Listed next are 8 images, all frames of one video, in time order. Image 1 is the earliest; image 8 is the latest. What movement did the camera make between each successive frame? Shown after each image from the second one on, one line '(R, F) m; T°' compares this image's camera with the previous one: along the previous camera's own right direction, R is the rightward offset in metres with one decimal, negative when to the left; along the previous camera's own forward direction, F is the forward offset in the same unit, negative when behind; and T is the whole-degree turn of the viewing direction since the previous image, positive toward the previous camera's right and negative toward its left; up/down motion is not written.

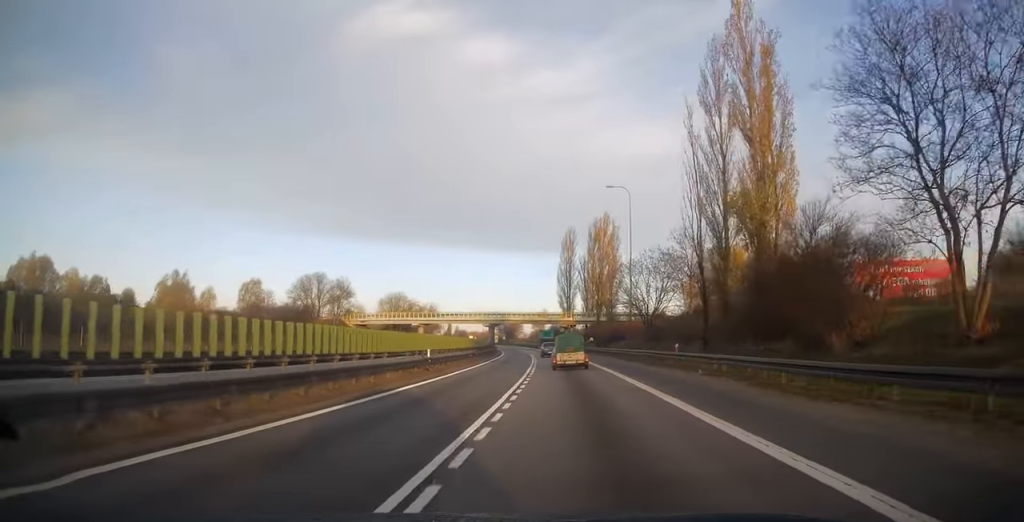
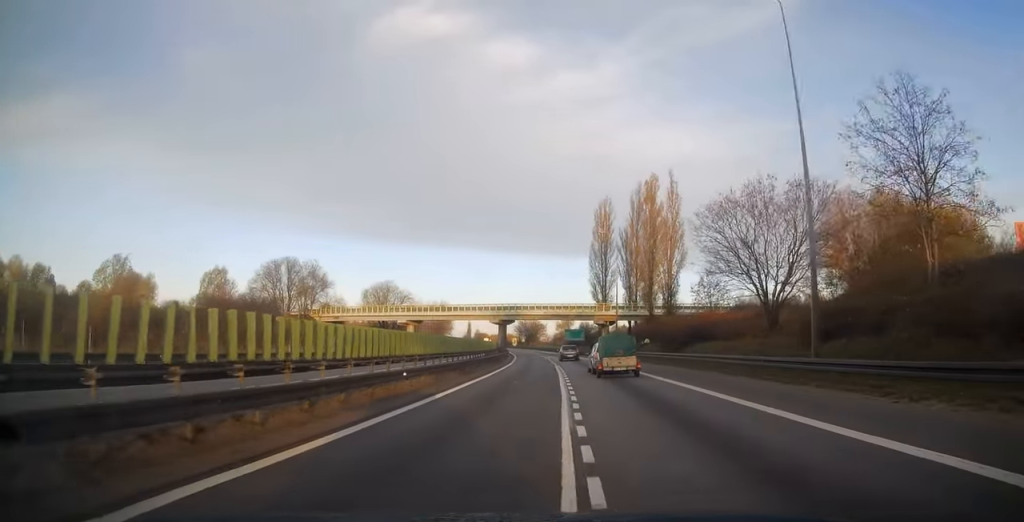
(-0.9, +31.3) m; -2°
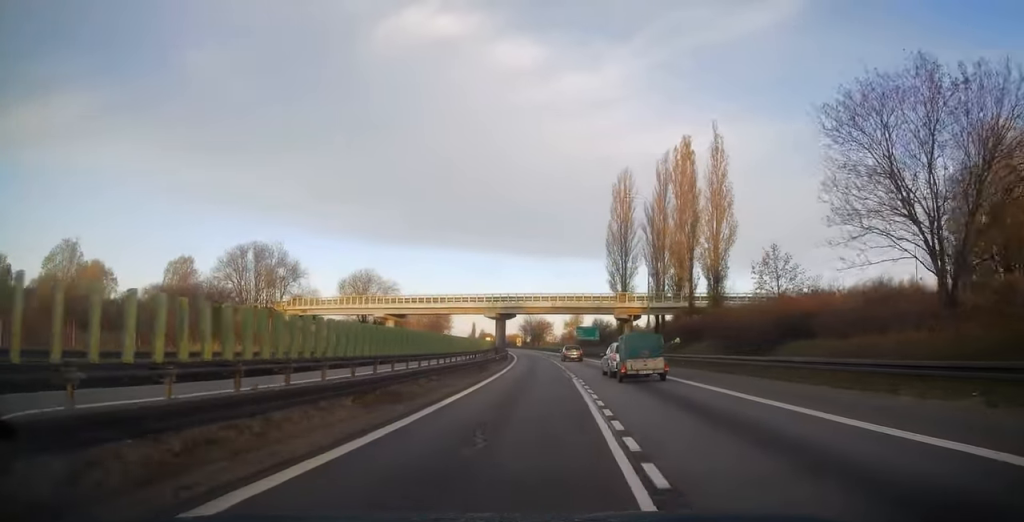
(-0.1, +17.2) m; -1°
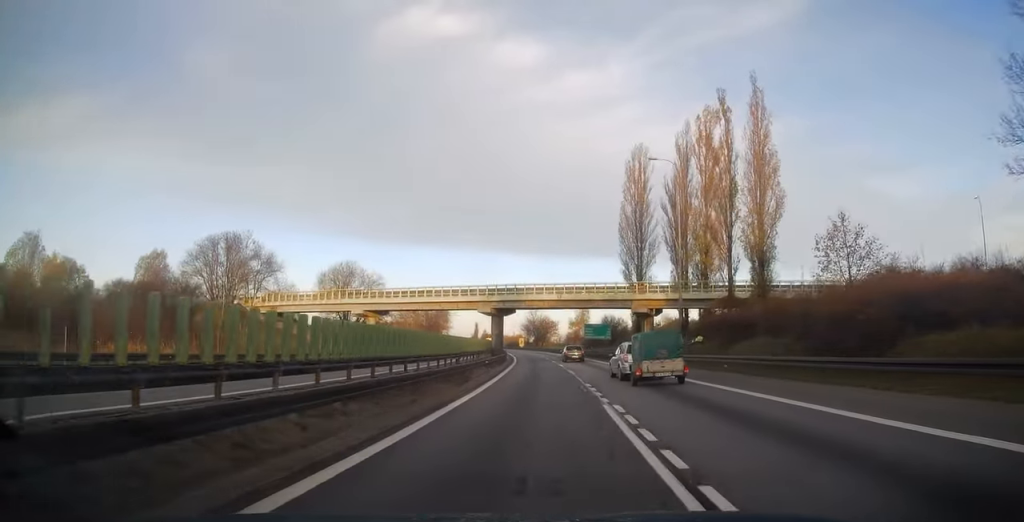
(+0.1, +11.1) m; -1°
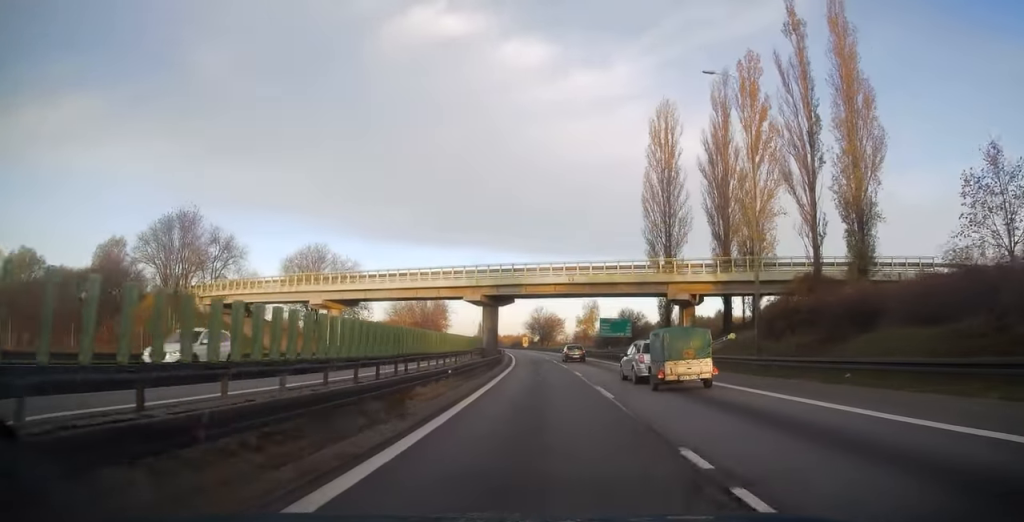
(0.0, +14.2) m; -1°
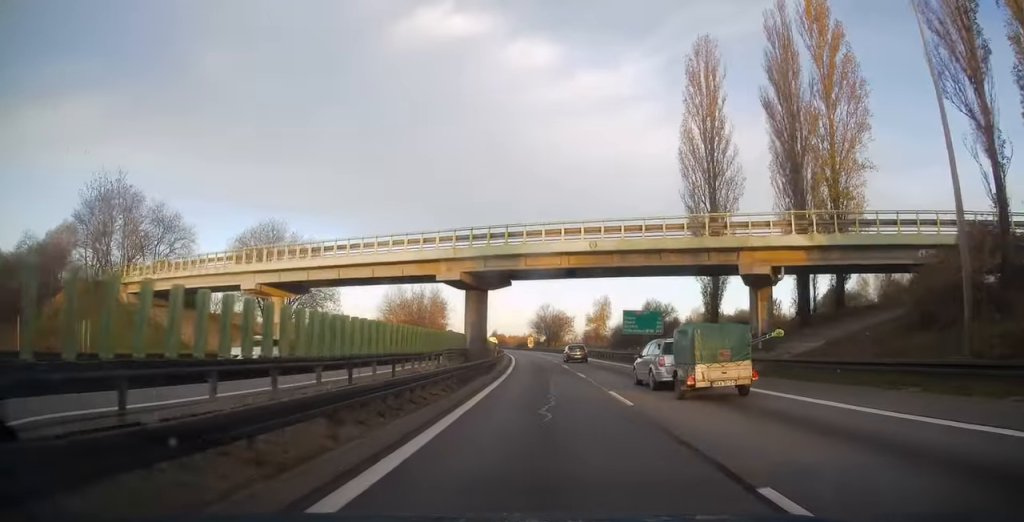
(-0.2, +14.5) m; -1°
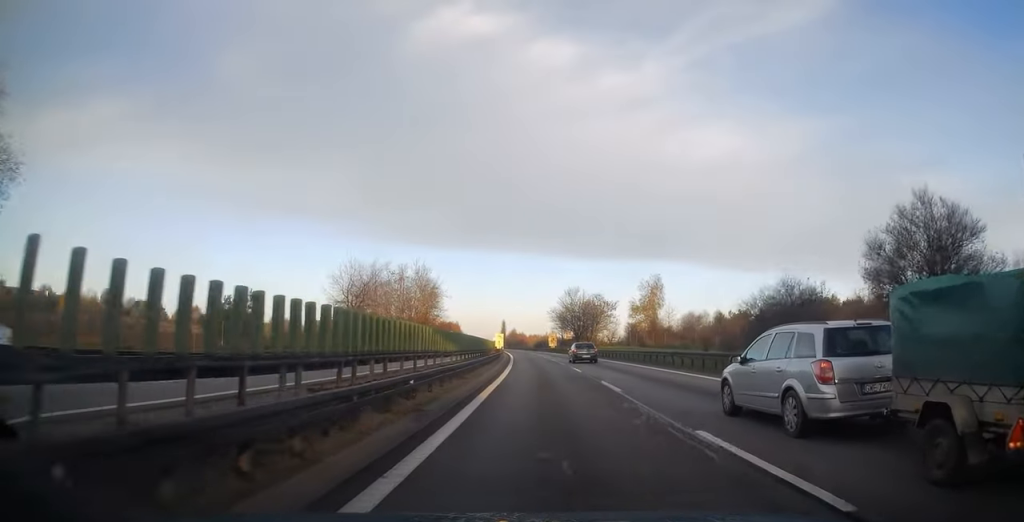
(-0.9, +45.8) m; -2°
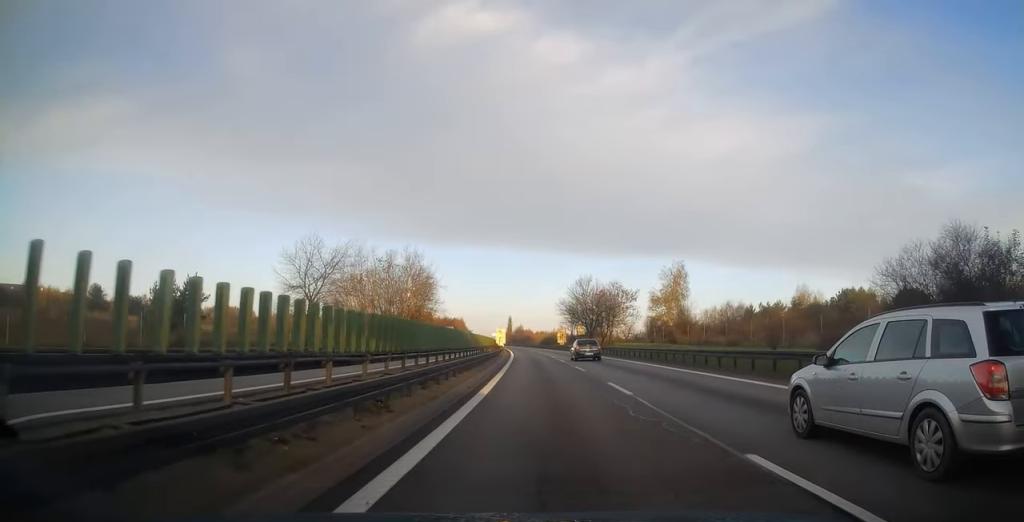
(0.0, +14.5) m; 0°
